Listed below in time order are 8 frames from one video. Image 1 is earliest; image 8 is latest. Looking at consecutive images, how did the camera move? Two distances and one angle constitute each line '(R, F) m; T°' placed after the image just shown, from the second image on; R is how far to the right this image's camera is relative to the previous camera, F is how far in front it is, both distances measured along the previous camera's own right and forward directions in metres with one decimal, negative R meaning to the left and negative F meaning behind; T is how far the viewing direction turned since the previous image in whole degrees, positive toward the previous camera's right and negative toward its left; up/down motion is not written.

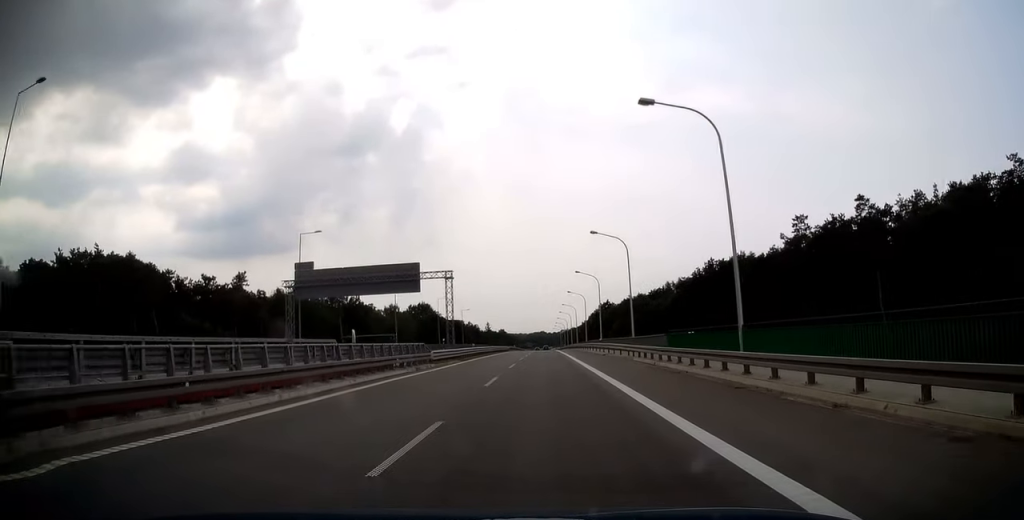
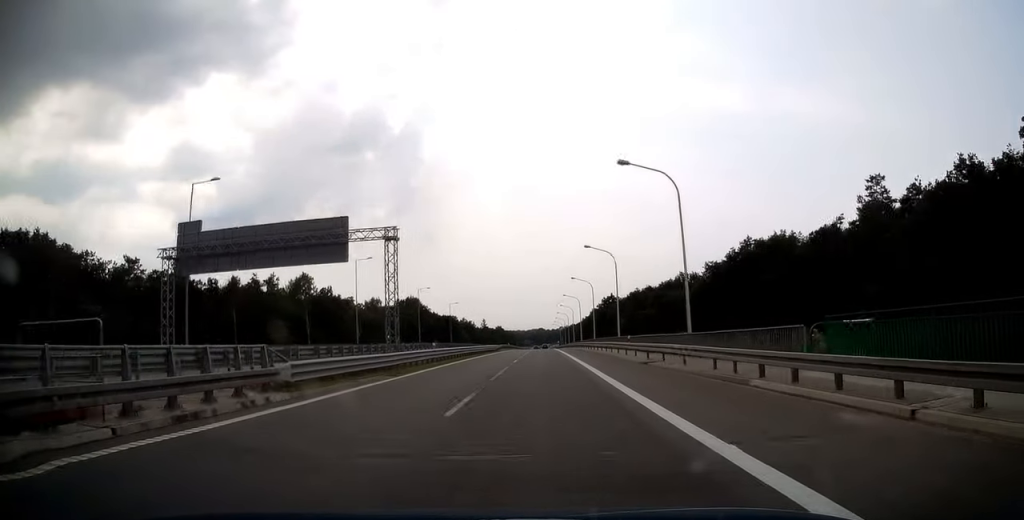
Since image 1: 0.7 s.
(+0.2, +19.2) m; 0°
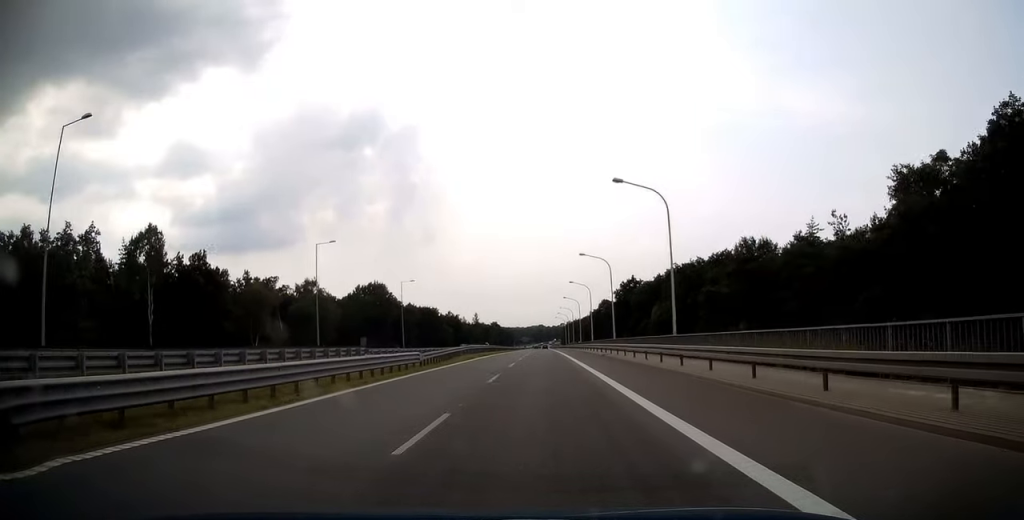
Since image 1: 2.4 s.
(-0.5, +51.3) m; -1°
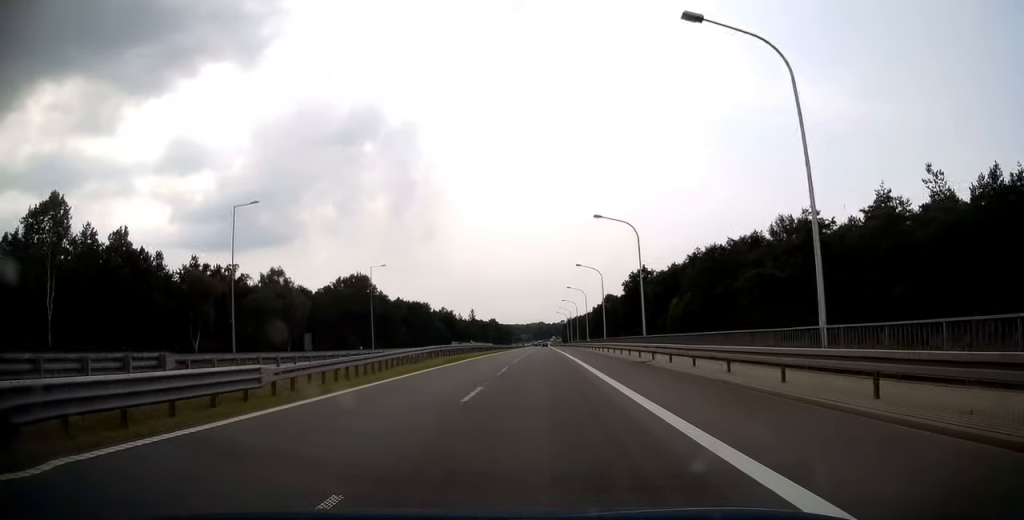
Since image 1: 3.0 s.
(0.0, +17.8) m; 0°
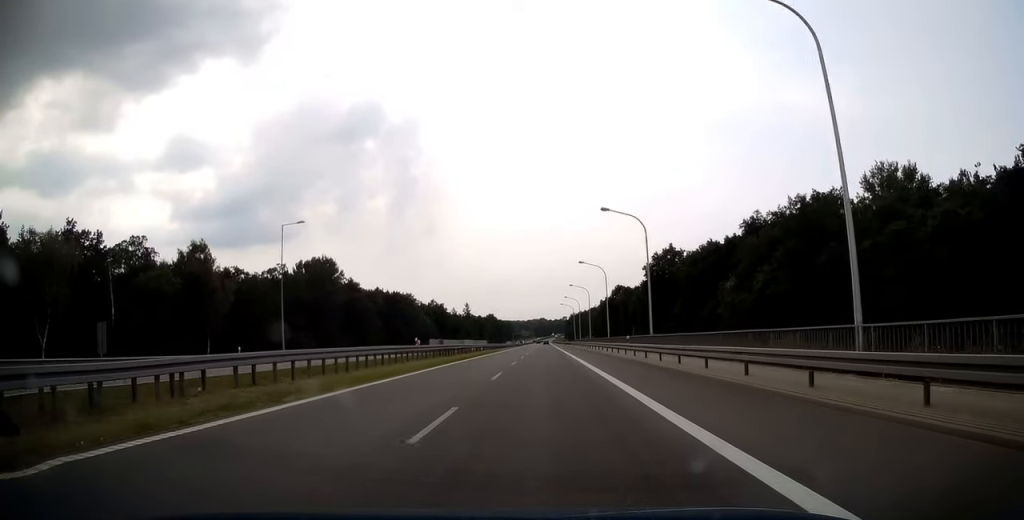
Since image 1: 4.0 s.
(+0.1, +29.2) m; 0°
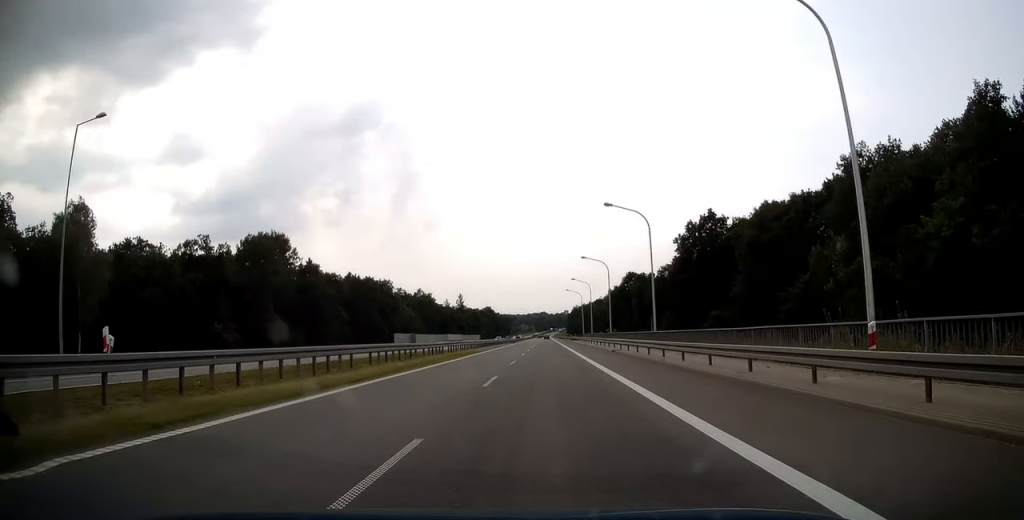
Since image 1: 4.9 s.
(+0.2, +27.7) m; 0°
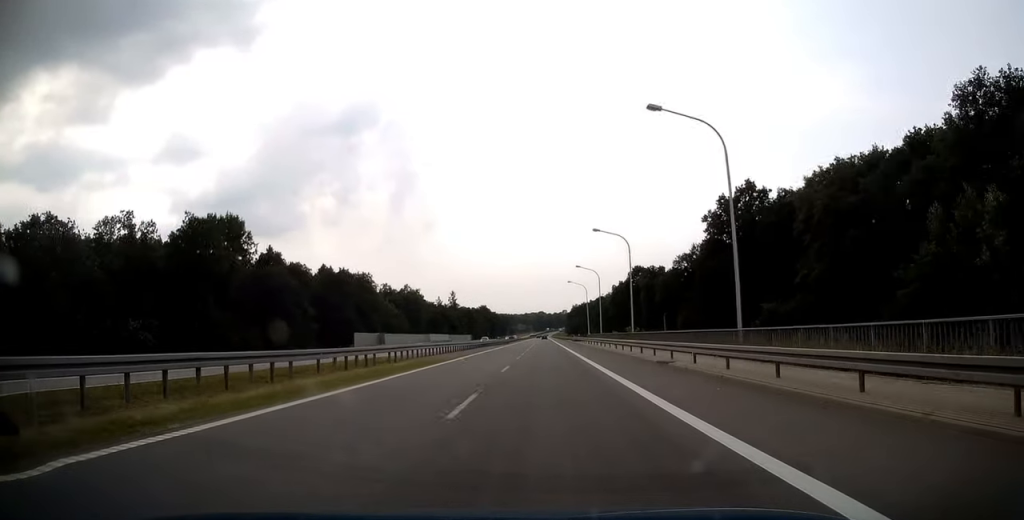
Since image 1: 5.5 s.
(-0.1, +17.9) m; 0°
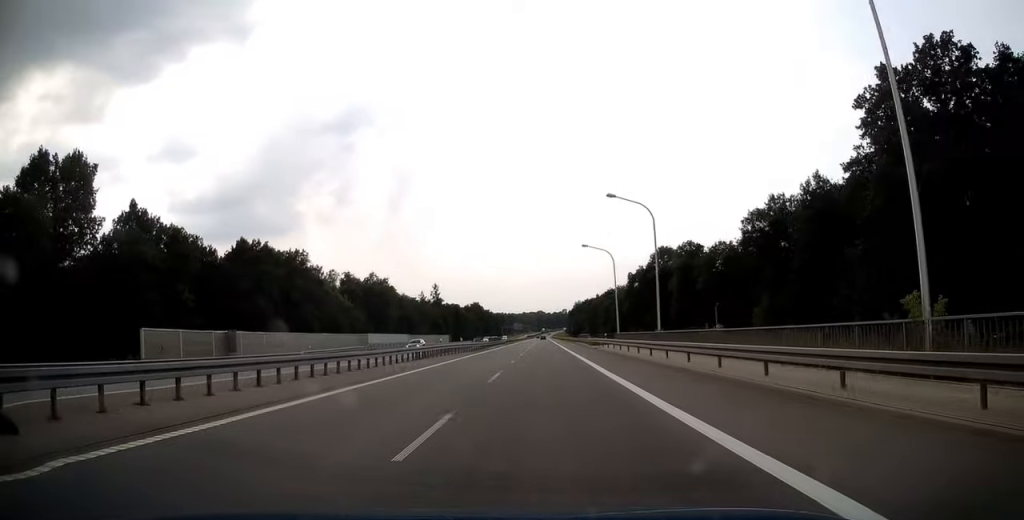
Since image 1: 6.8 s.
(0.0, +39.2) m; 0°
